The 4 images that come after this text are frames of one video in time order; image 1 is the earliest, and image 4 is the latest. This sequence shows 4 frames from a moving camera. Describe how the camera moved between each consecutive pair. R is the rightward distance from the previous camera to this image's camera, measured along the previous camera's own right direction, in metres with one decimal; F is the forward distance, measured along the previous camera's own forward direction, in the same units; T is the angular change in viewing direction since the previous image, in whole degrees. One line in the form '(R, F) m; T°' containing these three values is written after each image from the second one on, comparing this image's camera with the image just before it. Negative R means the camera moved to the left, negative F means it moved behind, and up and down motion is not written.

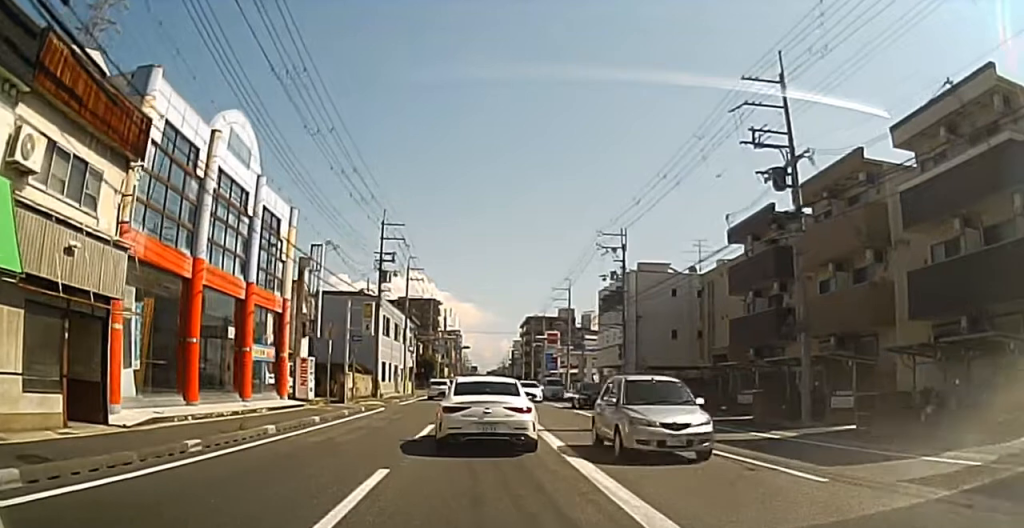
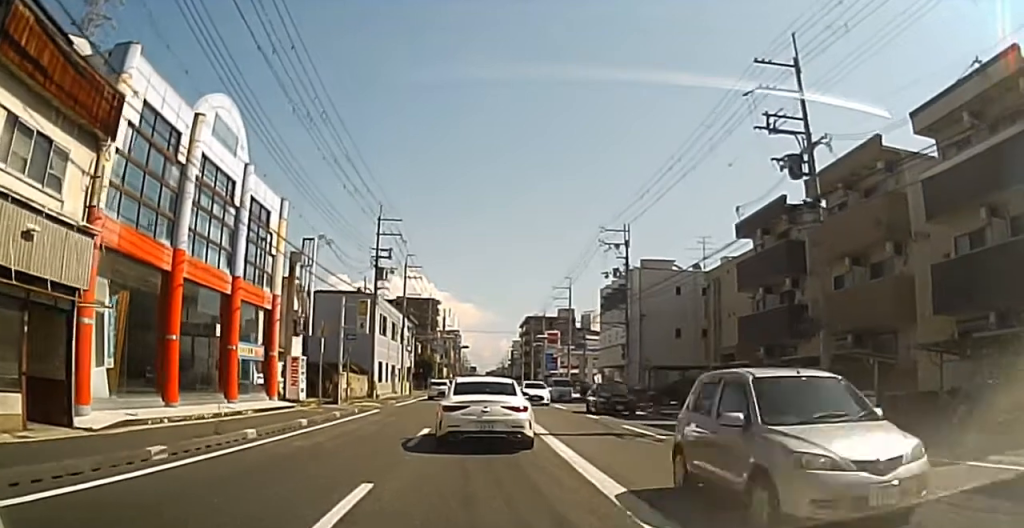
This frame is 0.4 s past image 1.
(0.0, +1.0) m; 0°
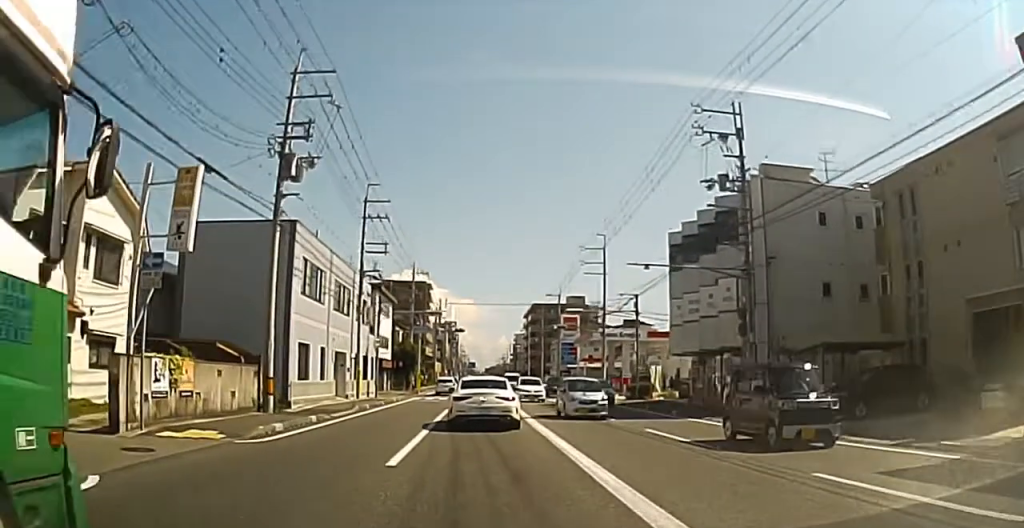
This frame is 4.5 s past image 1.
(-1.3, +12.1) m; -2°
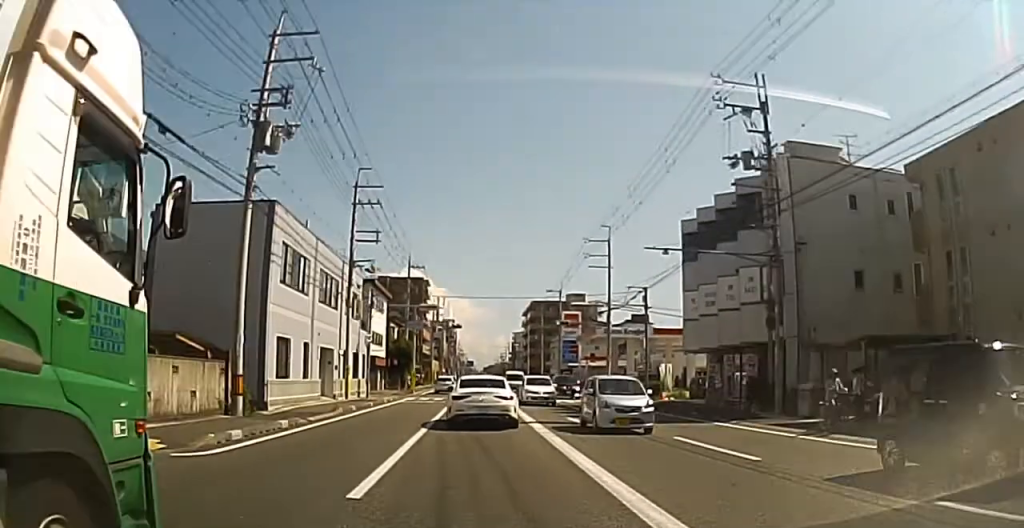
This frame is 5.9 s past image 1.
(+0.2, +6.0) m; +1°
